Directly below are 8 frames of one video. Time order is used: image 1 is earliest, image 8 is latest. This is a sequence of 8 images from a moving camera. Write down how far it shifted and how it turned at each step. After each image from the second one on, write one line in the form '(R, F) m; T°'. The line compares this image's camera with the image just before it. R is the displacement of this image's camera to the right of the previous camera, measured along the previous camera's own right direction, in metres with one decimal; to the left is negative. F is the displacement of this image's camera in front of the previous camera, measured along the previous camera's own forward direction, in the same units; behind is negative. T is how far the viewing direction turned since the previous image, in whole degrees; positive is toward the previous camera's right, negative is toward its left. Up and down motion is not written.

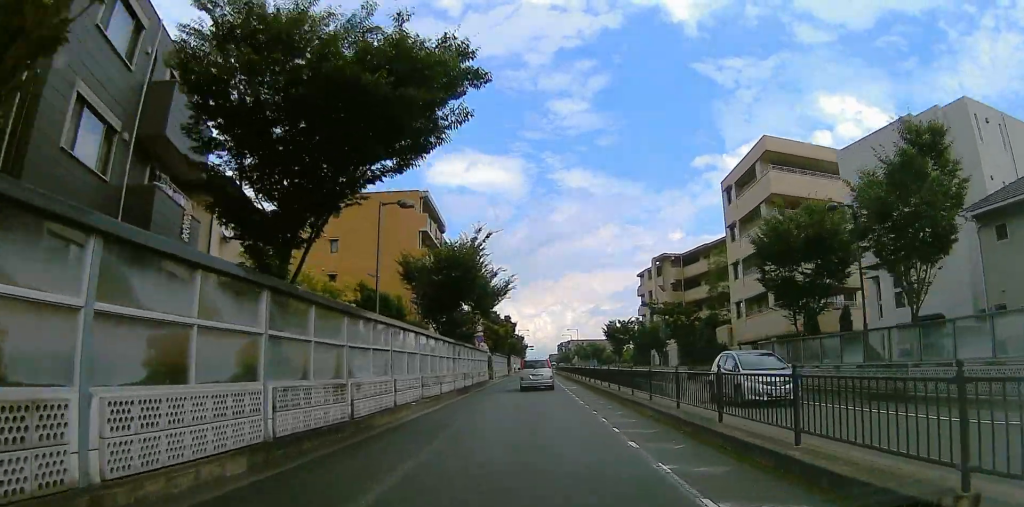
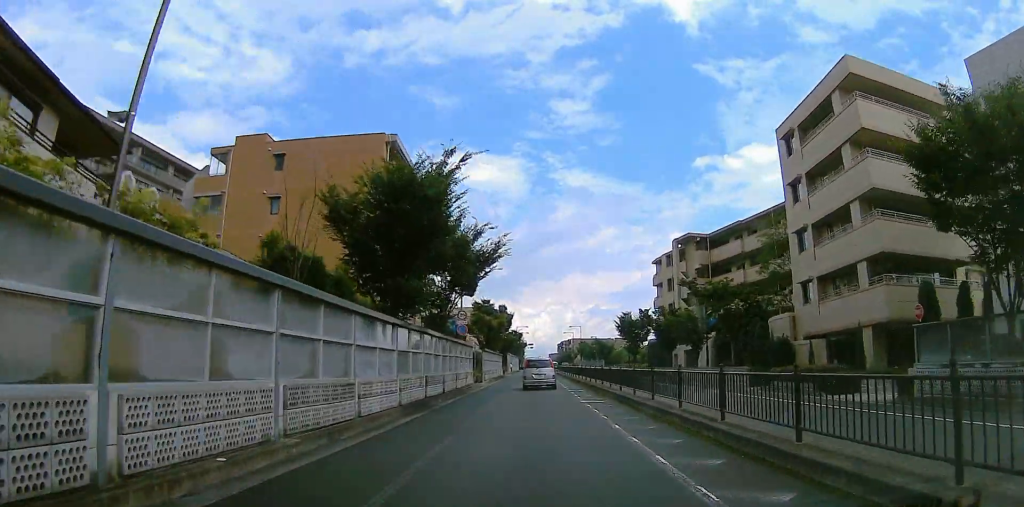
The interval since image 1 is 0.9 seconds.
(-0.2, +9.9) m; -1°
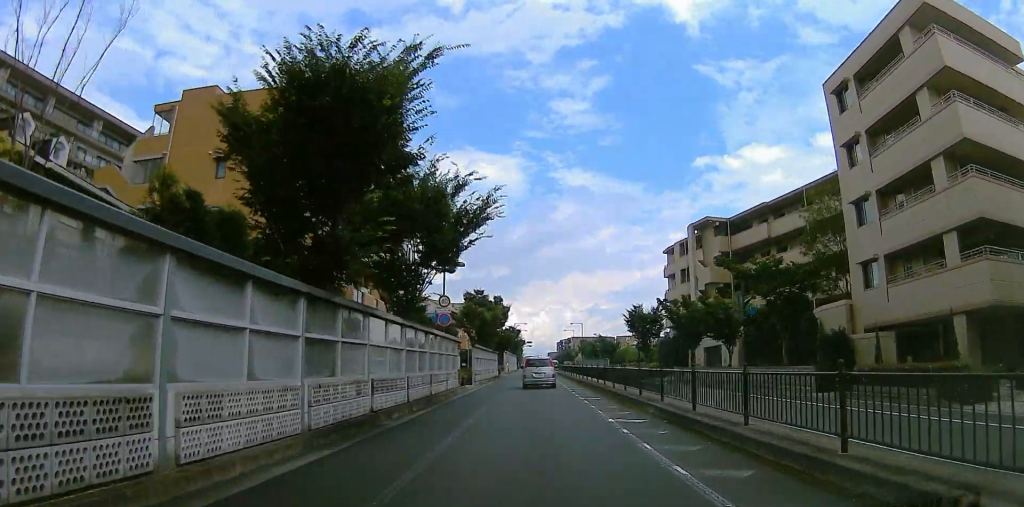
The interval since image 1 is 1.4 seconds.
(0.0, +5.9) m; 0°
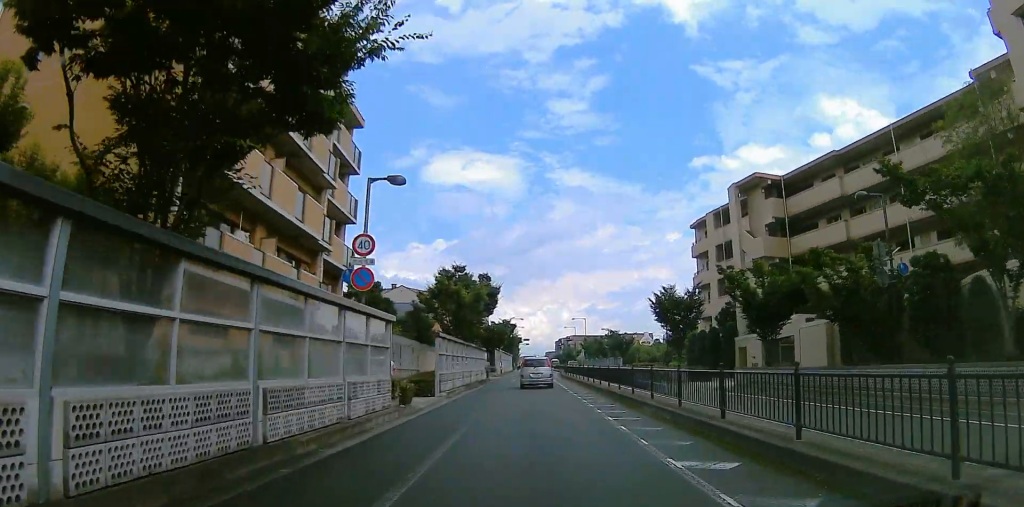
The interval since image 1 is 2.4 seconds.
(0.0, +12.4) m; +1°
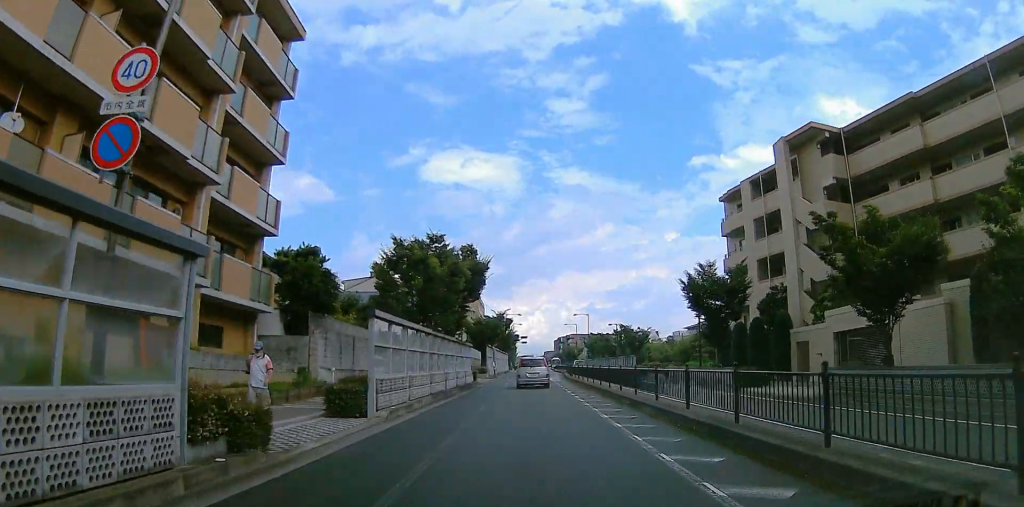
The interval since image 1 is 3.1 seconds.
(+0.2, +10.0) m; +2°
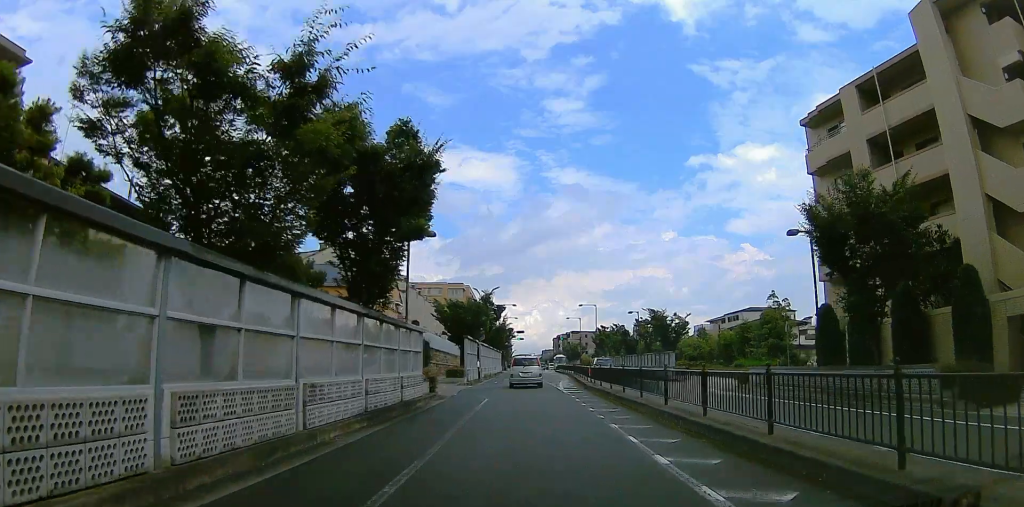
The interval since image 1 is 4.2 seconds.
(+0.4, +19.0) m; +2°
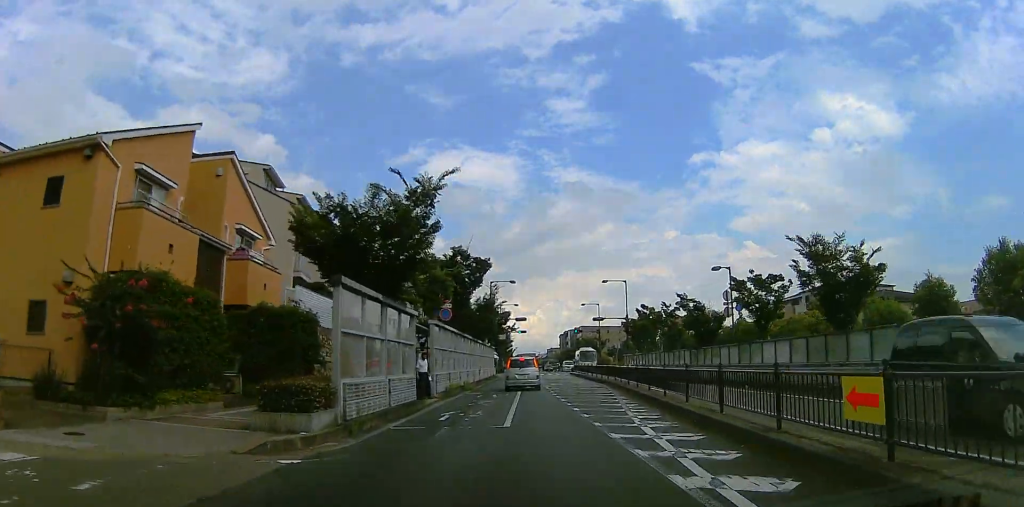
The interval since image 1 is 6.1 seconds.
(+0.1, +30.2) m; 0°
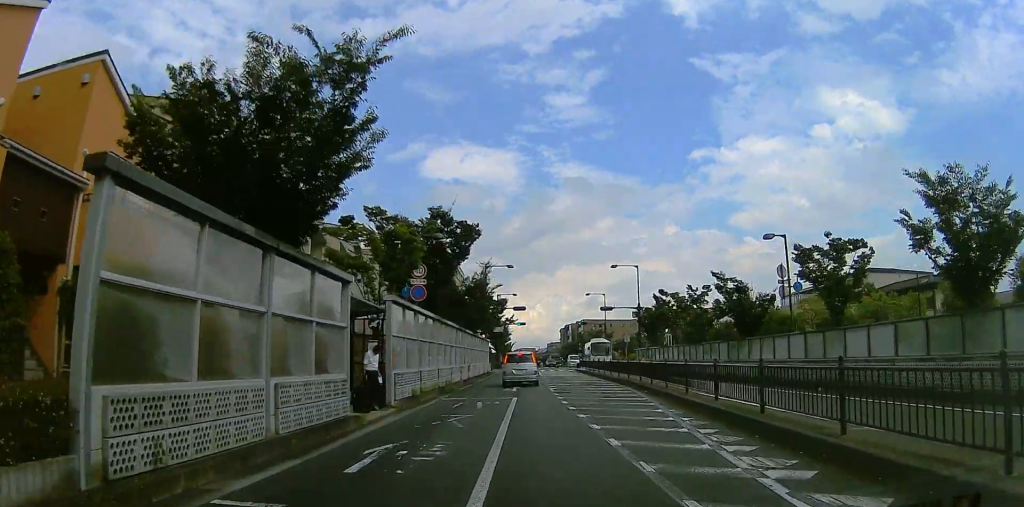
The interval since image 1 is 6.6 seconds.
(0.0, +8.2) m; -2°
